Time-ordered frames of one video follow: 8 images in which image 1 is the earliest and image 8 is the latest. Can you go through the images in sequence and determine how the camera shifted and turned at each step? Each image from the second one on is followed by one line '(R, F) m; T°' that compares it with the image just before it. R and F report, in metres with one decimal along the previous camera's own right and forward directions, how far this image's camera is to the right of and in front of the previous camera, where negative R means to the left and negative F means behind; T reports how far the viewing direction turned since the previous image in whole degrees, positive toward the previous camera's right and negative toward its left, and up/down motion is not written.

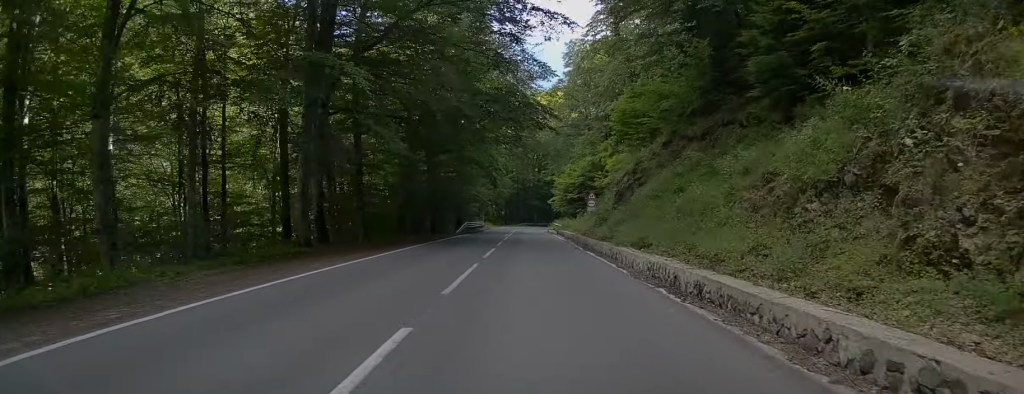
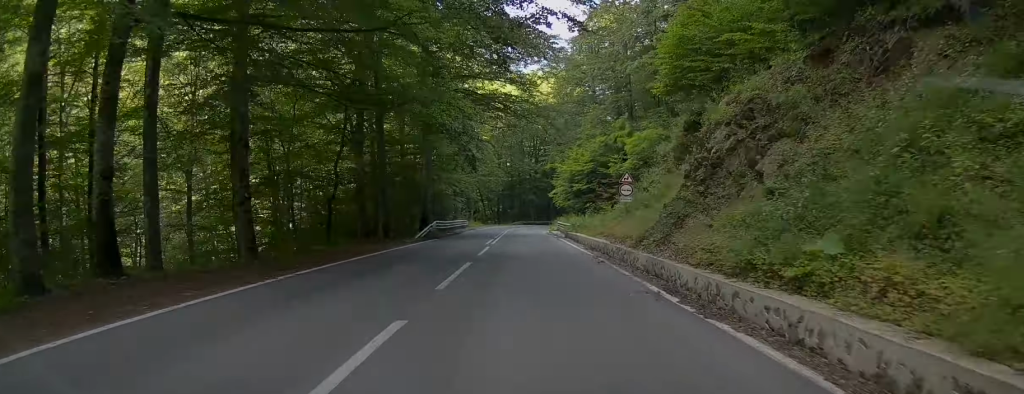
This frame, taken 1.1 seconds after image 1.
(-0.1, +16.5) m; -1°
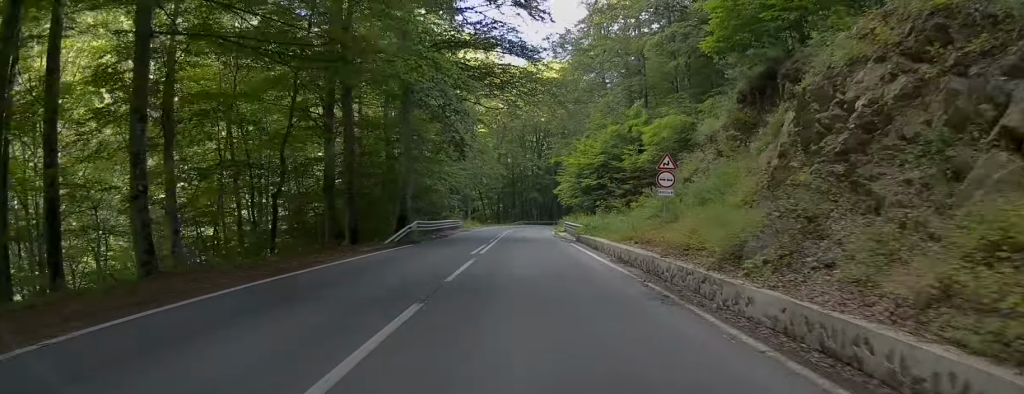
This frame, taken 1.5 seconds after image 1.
(+0.1, +7.2) m; -1°
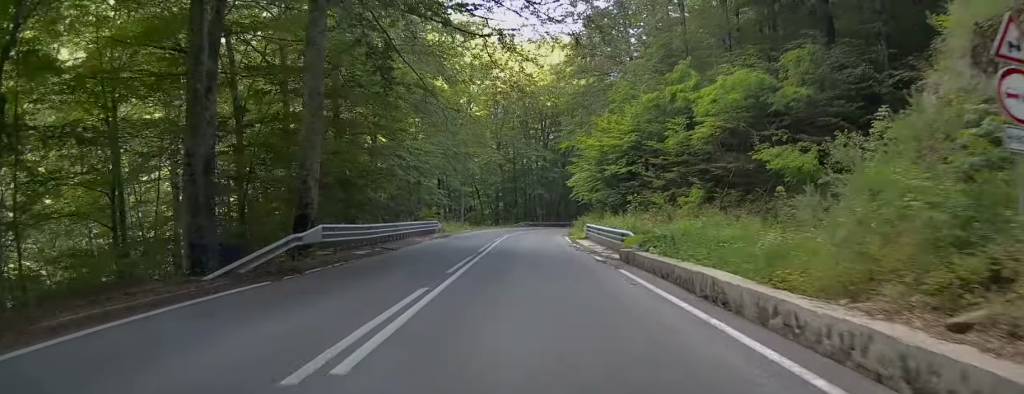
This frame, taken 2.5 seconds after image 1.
(-0.5, +14.5) m; -4°
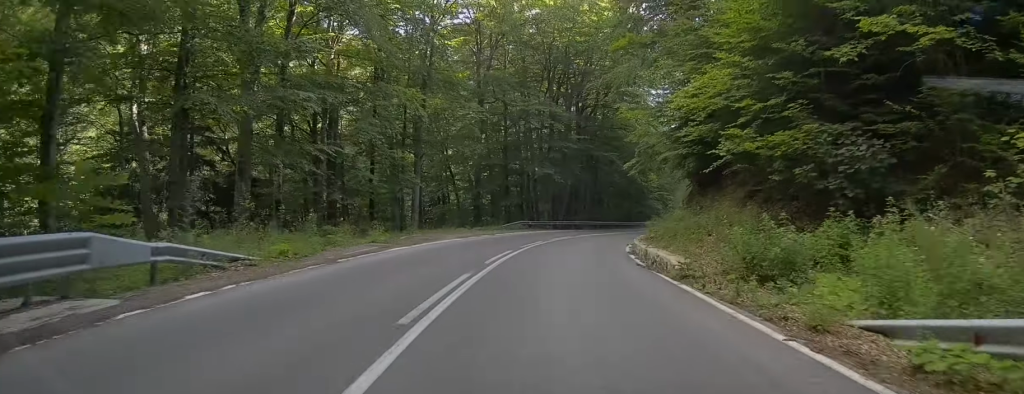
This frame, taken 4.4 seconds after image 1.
(-0.9, +31.0) m; -1°
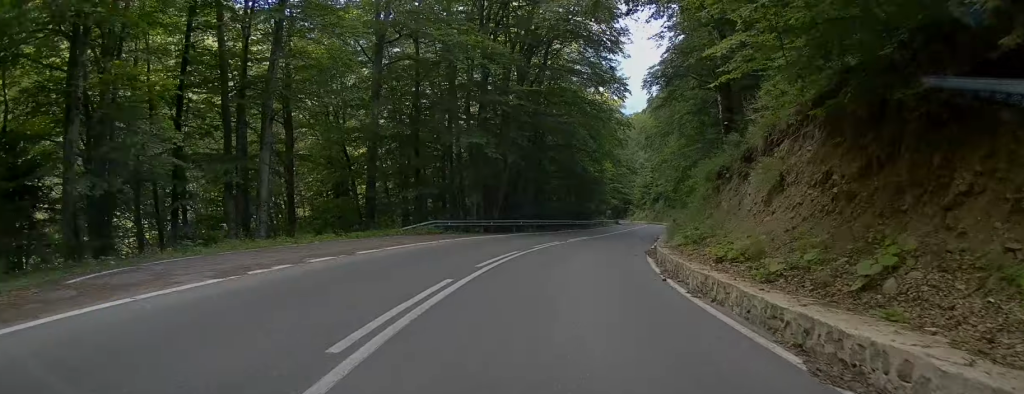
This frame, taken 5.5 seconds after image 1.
(+0.1, +18.4) m; +7°
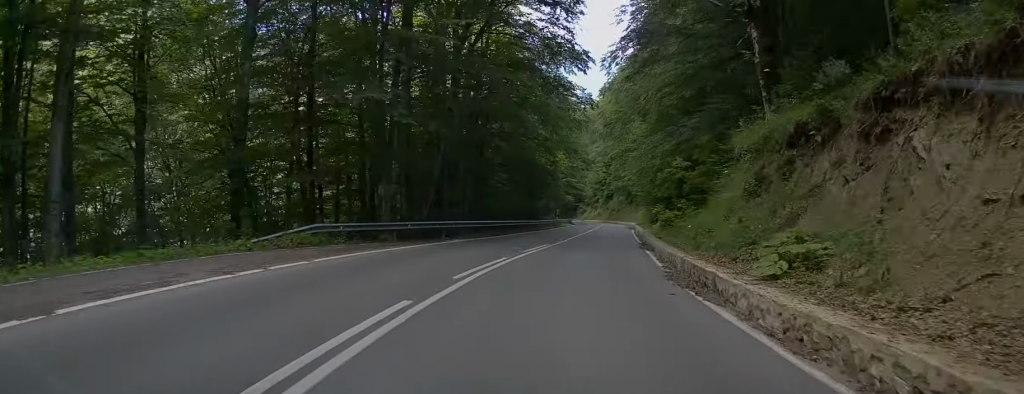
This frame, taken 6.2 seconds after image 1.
(+1.1, +11.5) m; +4°
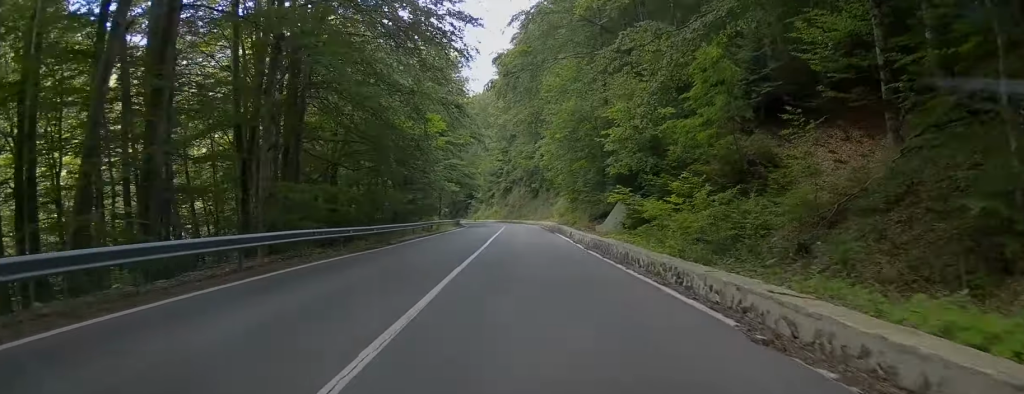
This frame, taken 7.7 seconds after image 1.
(+0.9, +27.4) m; +2°
